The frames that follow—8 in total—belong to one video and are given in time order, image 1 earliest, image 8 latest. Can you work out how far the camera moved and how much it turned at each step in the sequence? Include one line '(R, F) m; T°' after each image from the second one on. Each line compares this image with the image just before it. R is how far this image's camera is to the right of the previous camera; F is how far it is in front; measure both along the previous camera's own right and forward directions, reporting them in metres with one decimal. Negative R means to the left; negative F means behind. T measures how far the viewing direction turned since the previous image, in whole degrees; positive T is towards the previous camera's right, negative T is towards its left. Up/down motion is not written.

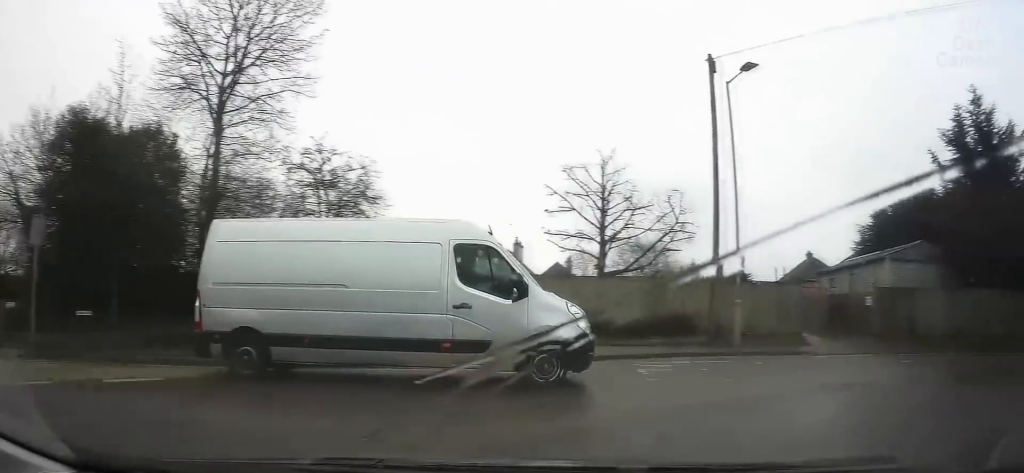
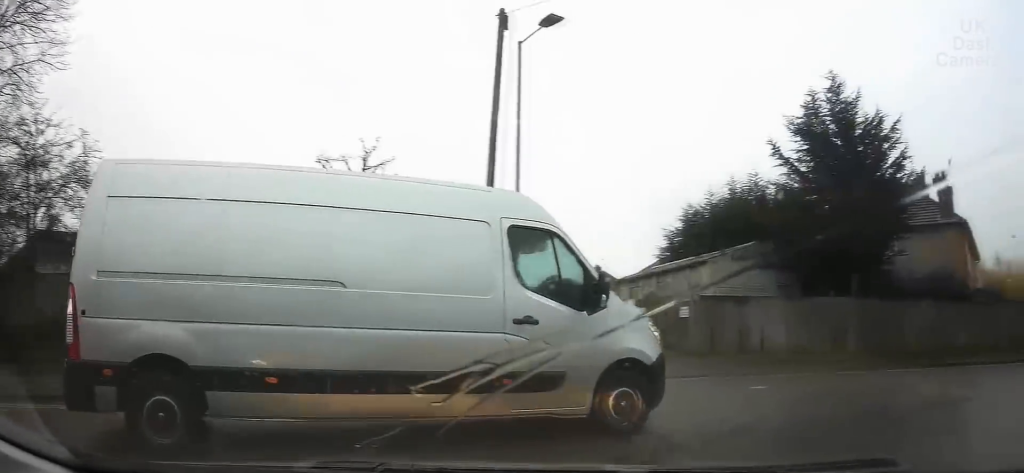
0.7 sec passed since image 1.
(+0.4, +3.2) m; +14°
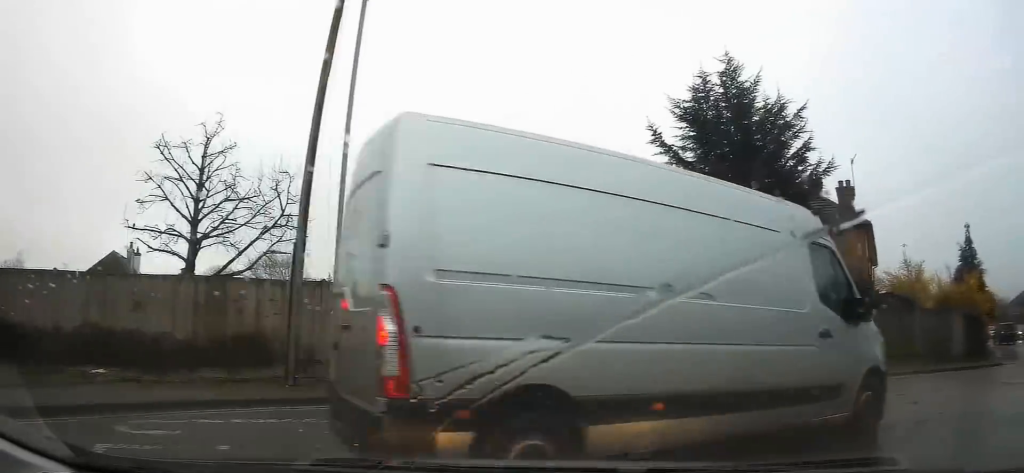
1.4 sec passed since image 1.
(+0.5, +2.5) m; +11°
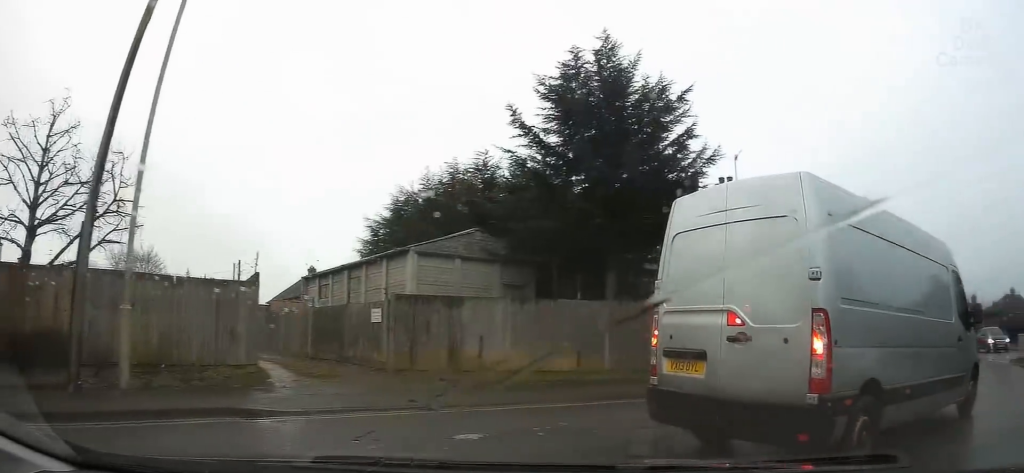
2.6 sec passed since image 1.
(+0.3, +3.3) m; +24°
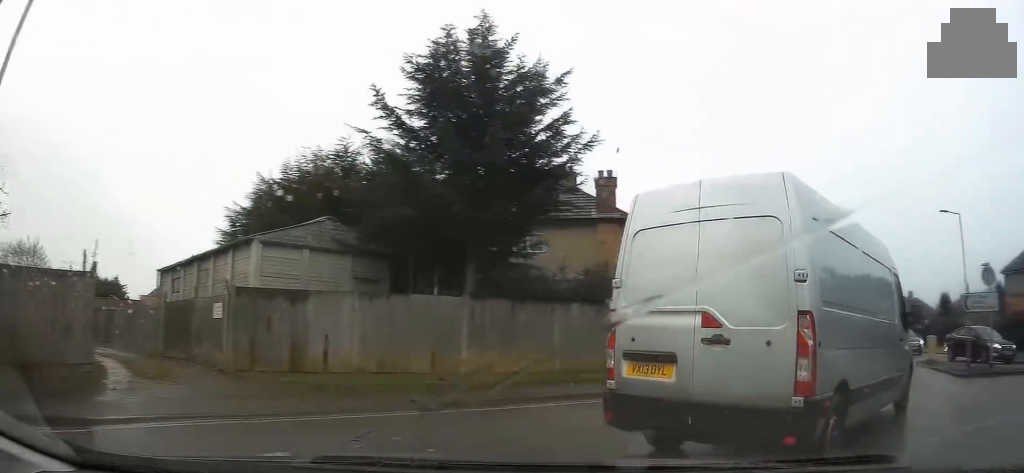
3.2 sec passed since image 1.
(+0.4, +1.1) m; +14°
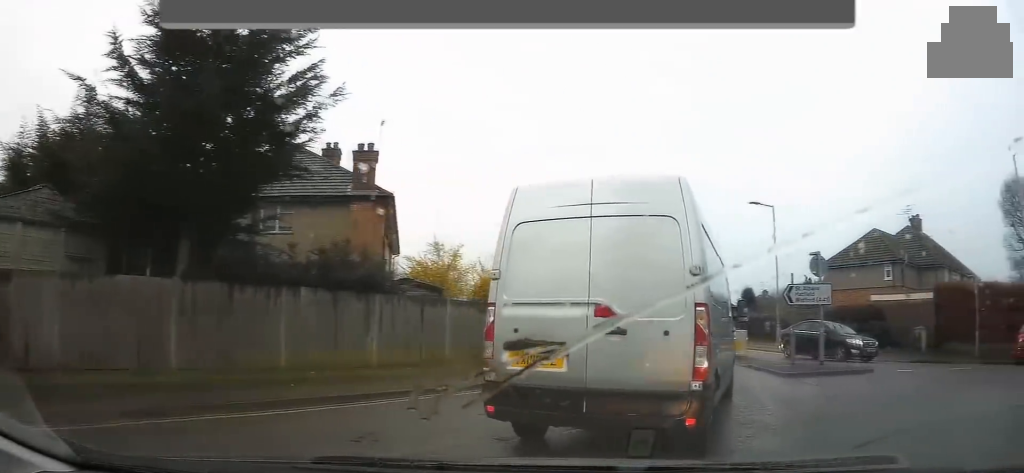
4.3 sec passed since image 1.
(+0.5, +2.1) m; +14°
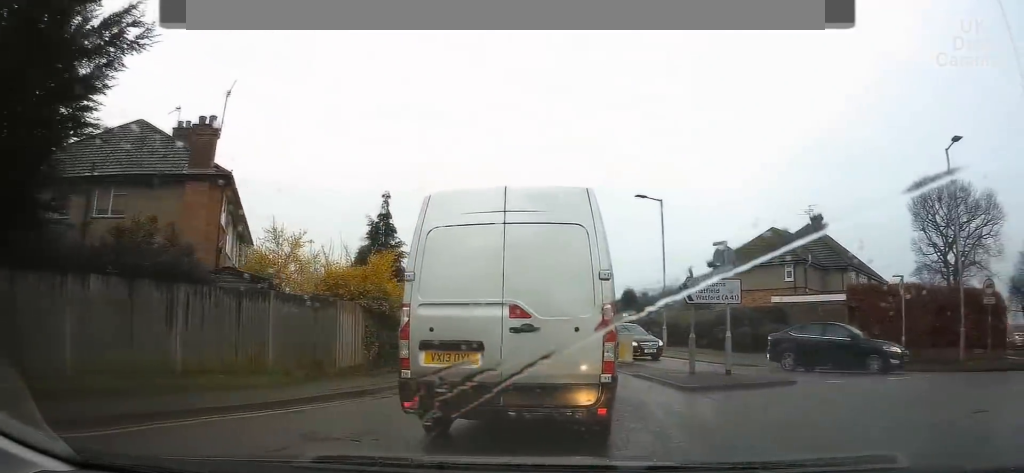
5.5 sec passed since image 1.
(+0.1, +2.9) m; +10°
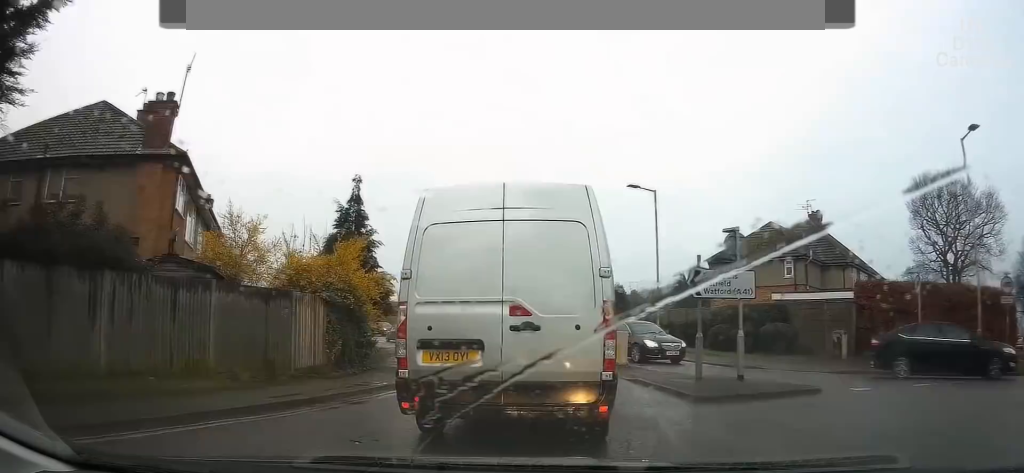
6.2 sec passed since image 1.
(+0.2, +1.6) m; +4°
